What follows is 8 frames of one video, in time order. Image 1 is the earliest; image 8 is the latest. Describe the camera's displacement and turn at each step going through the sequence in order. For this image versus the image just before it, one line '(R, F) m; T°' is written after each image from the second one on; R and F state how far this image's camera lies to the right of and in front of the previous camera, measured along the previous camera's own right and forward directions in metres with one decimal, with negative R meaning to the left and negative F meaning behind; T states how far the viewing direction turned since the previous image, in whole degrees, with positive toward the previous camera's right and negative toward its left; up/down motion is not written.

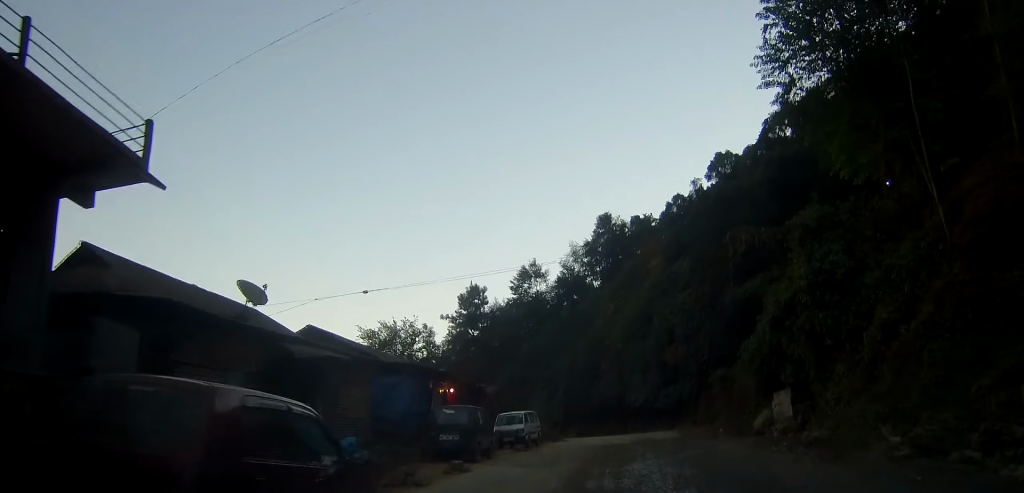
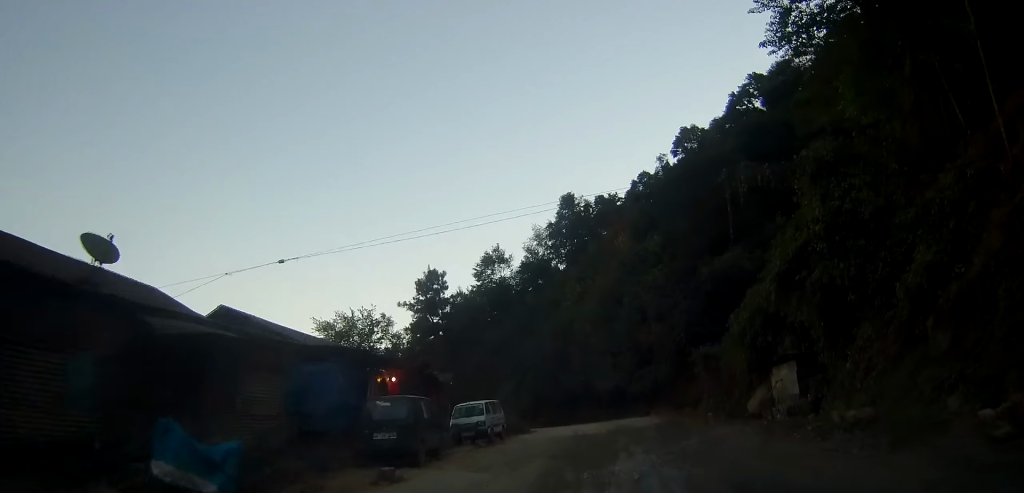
(0.0, +4.0) m; +3°
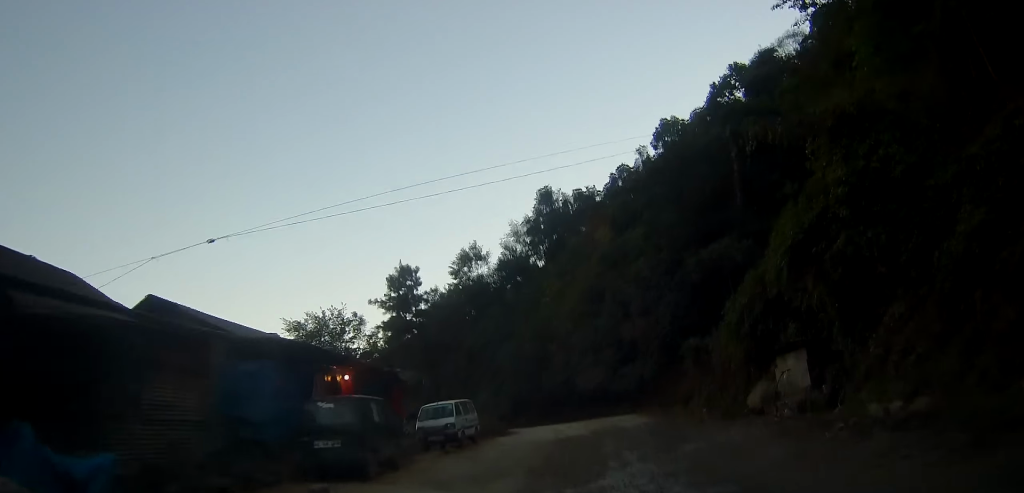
(+0.1, +2.7) m; +1°
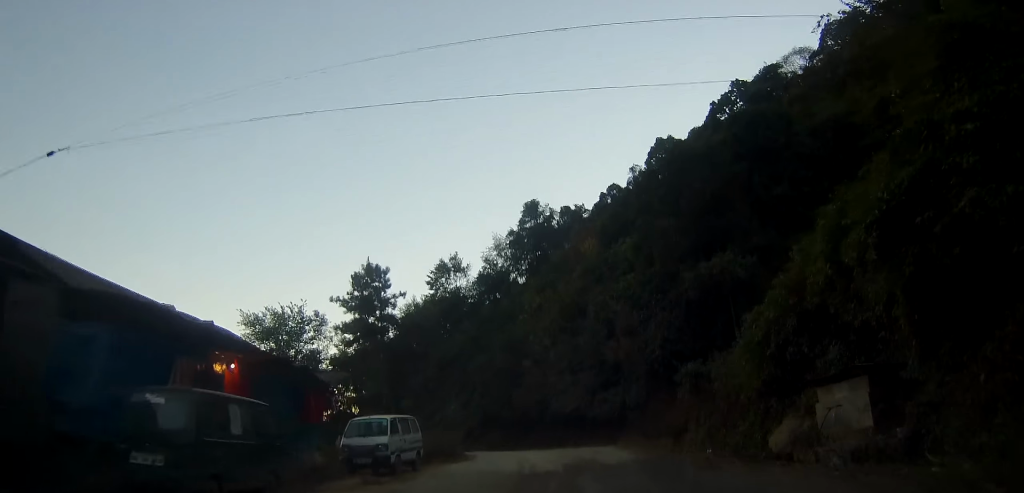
(+0.2, +5.3) m; +2°
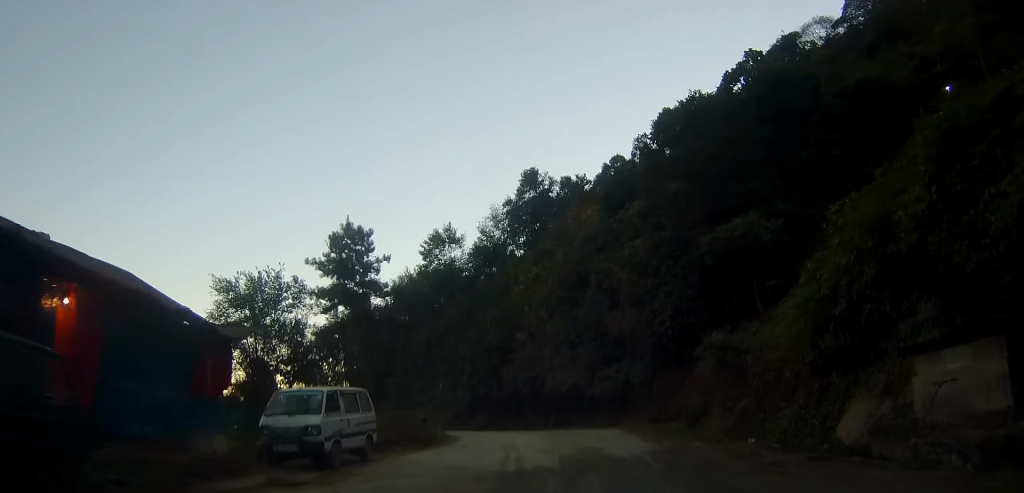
(0.0, +5.0) m; -1°
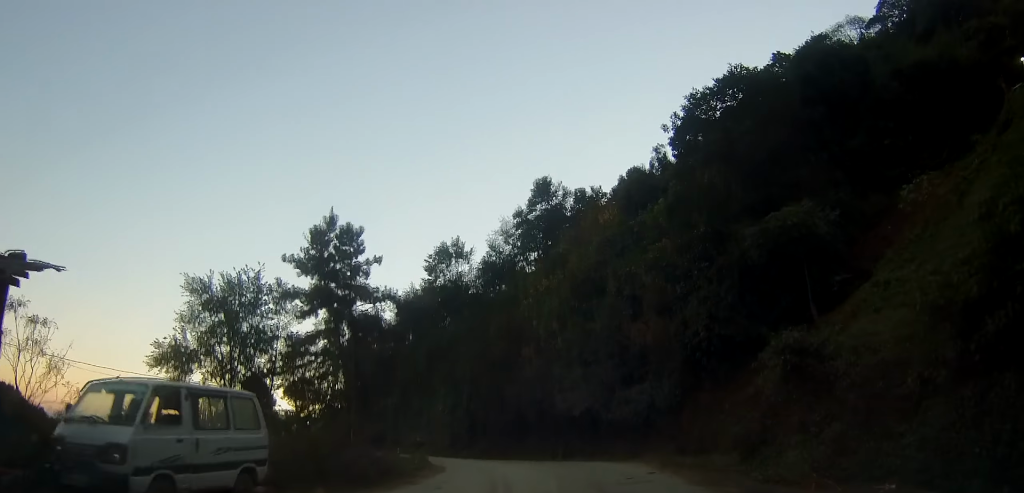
(-0.1, +6.6) m; -1°
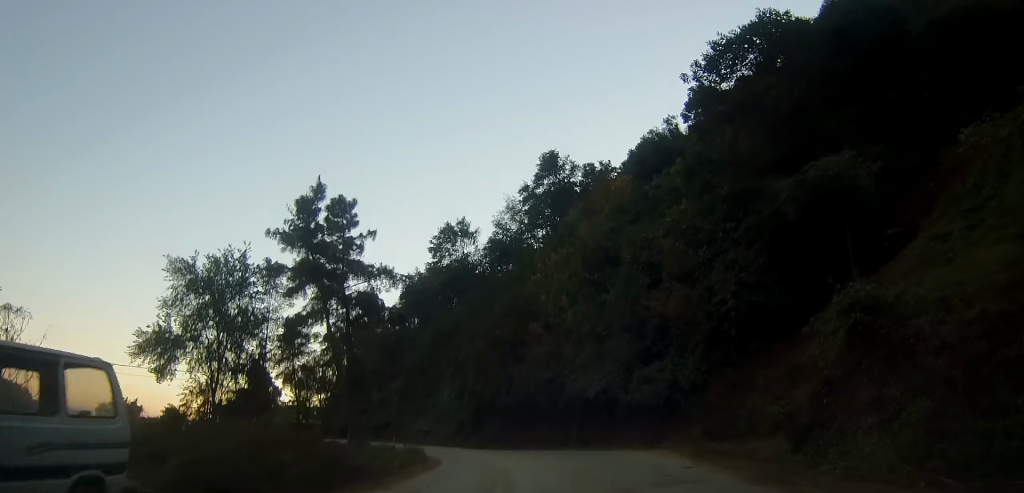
(0.0, +3.8) m; 0°
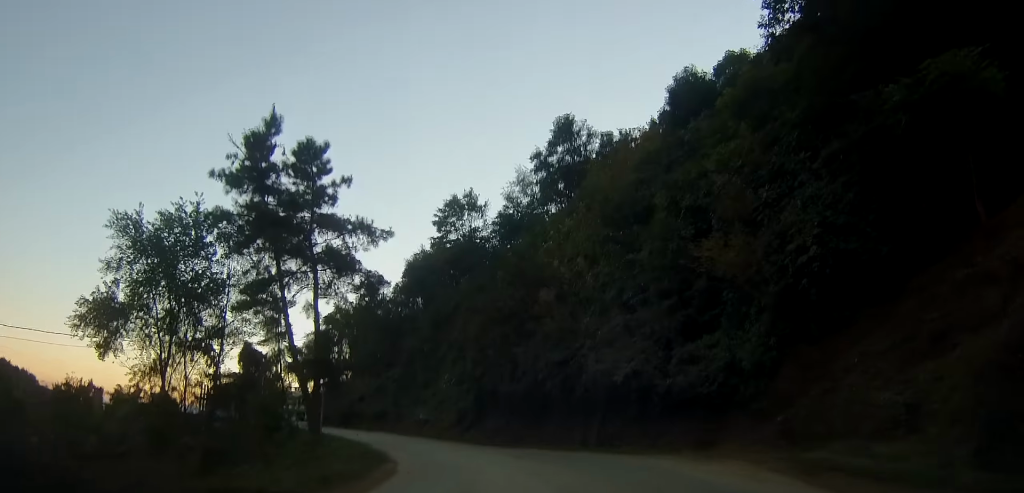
(-0.1, +8.3) m; -3°
